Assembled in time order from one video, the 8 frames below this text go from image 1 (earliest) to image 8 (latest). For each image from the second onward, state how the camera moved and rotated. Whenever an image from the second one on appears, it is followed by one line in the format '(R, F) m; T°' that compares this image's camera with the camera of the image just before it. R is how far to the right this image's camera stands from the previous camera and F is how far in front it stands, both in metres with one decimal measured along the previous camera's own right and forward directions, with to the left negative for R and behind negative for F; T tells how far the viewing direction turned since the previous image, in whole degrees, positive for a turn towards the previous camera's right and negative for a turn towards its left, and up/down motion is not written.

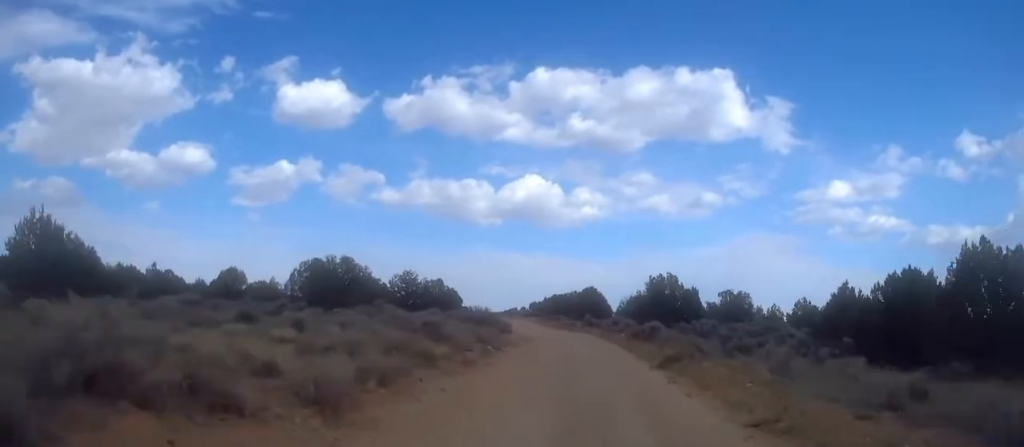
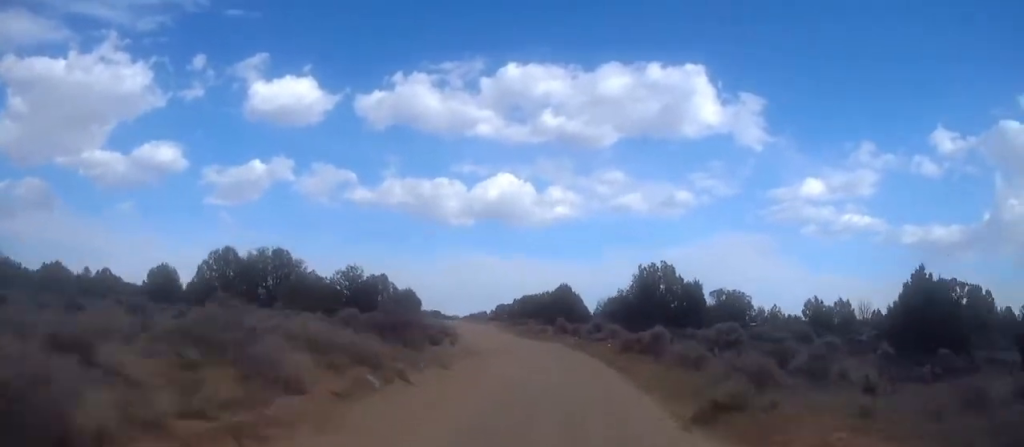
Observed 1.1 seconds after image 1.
(0.0, +12.7) m; 0°
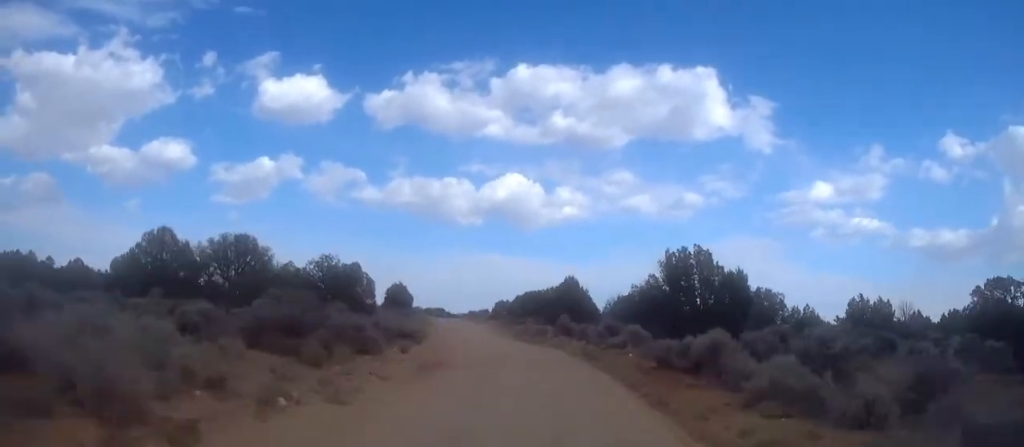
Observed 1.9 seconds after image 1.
(+0.4, +10.3) m; 0°
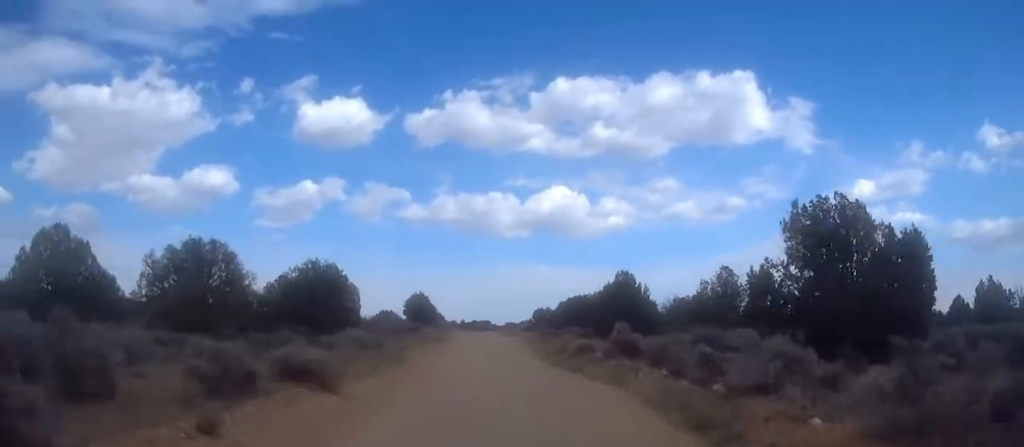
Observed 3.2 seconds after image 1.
(0.0, +14.9) m; -2°
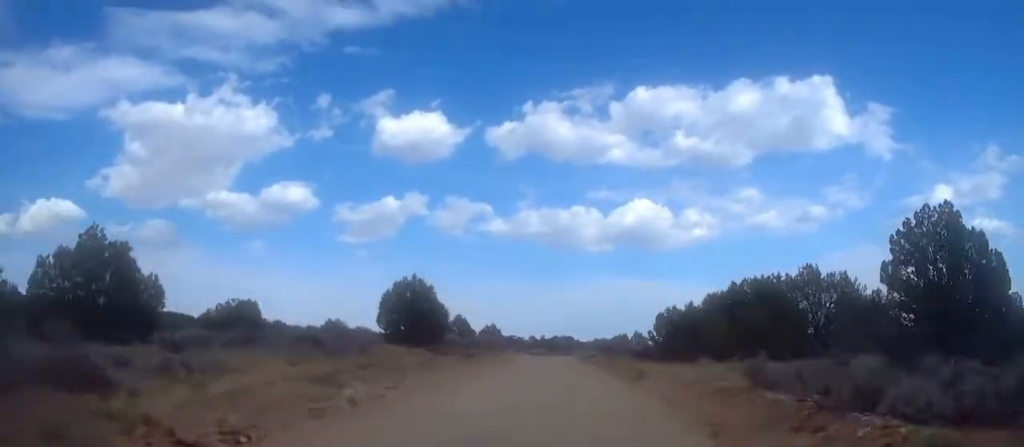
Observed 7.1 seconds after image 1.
(-2.9, +44.5) m; -6°
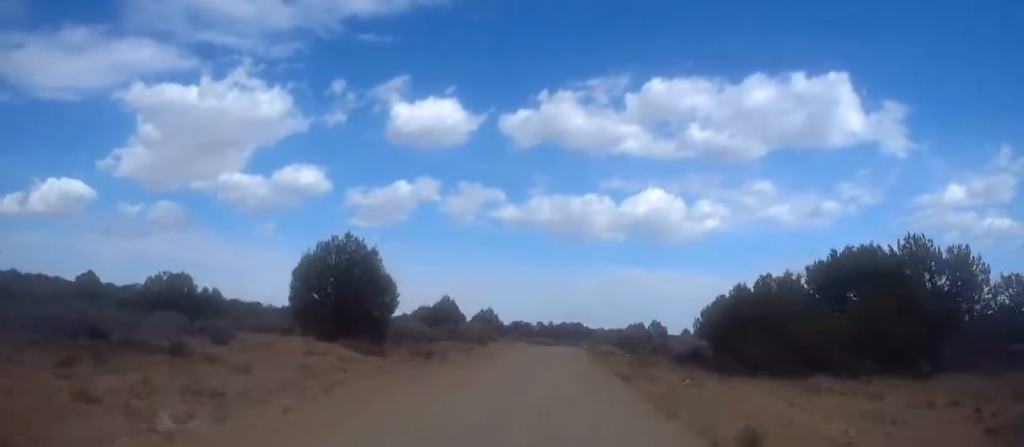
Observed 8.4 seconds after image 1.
(0.0, +13.8) m; -1°
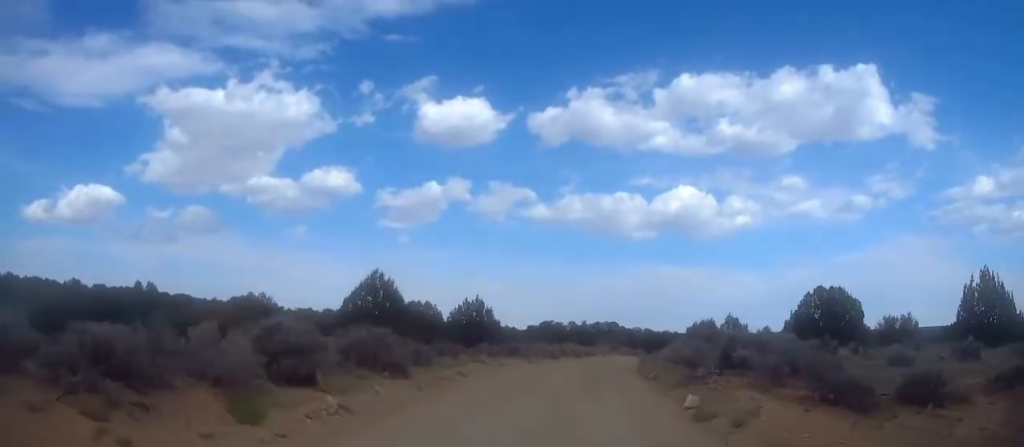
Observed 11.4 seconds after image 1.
(-1.1, +31.8) m; -3°
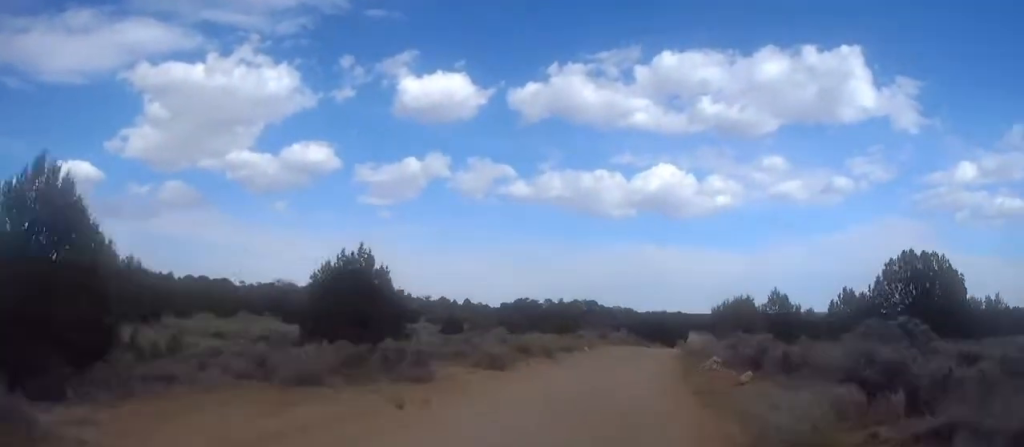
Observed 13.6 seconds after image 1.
(-0.1, +23.0) m; +2°
